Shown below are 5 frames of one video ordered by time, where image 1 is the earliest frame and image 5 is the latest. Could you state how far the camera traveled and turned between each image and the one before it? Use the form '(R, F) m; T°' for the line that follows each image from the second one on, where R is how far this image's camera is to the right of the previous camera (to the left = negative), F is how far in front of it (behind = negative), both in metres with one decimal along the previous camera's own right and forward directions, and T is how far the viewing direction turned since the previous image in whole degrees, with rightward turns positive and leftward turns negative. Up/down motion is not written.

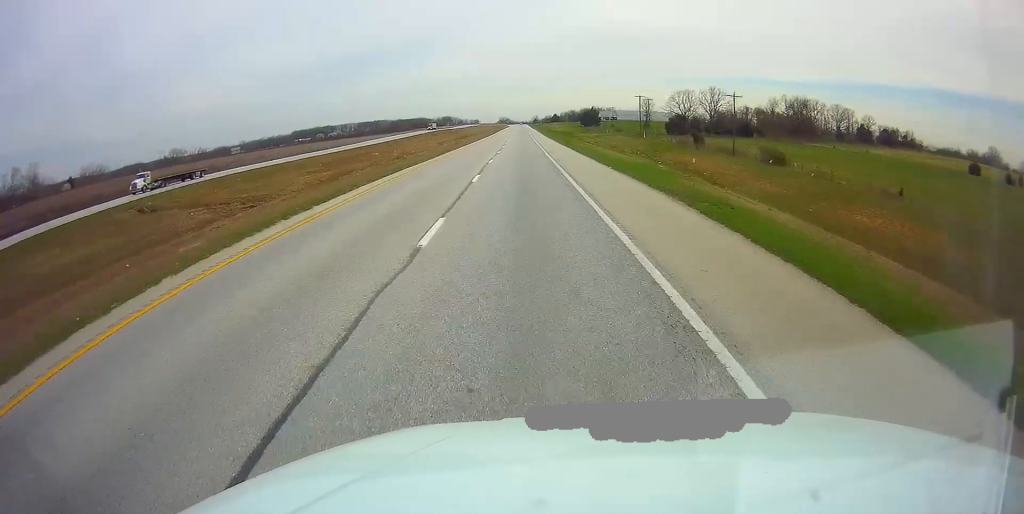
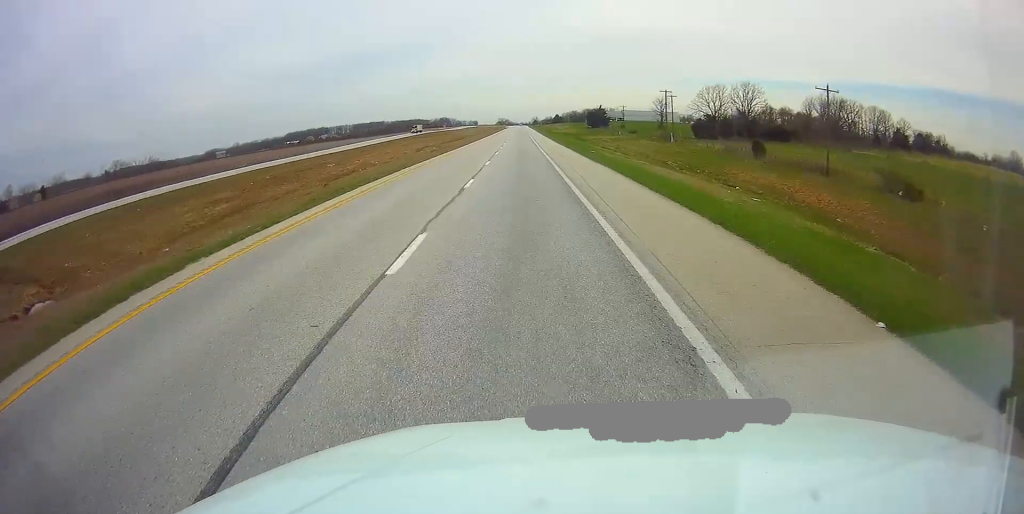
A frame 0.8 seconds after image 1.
(0.0, +25.8) m; 0°
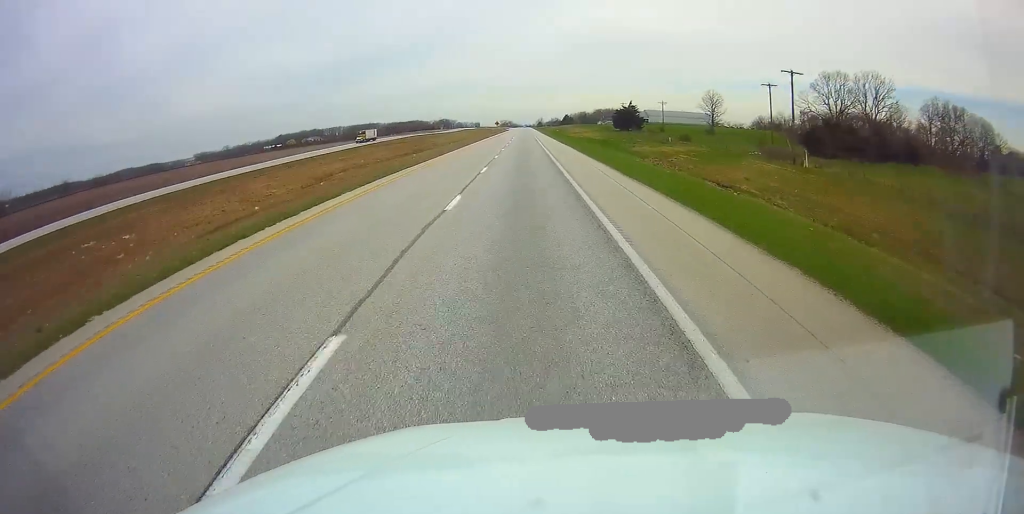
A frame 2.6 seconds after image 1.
(-0.4, +53.6) m; -1°
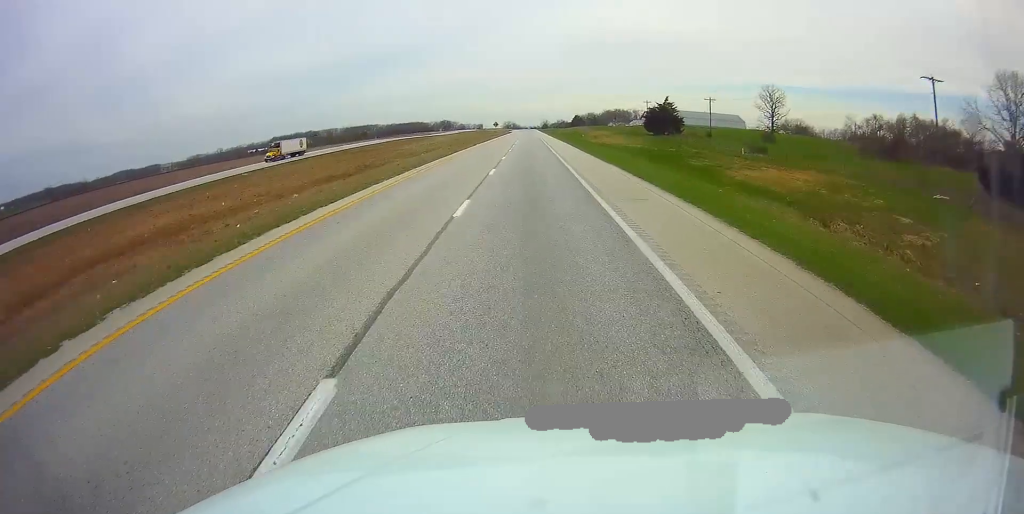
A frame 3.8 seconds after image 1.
(0.0, +37.1) m; 0°
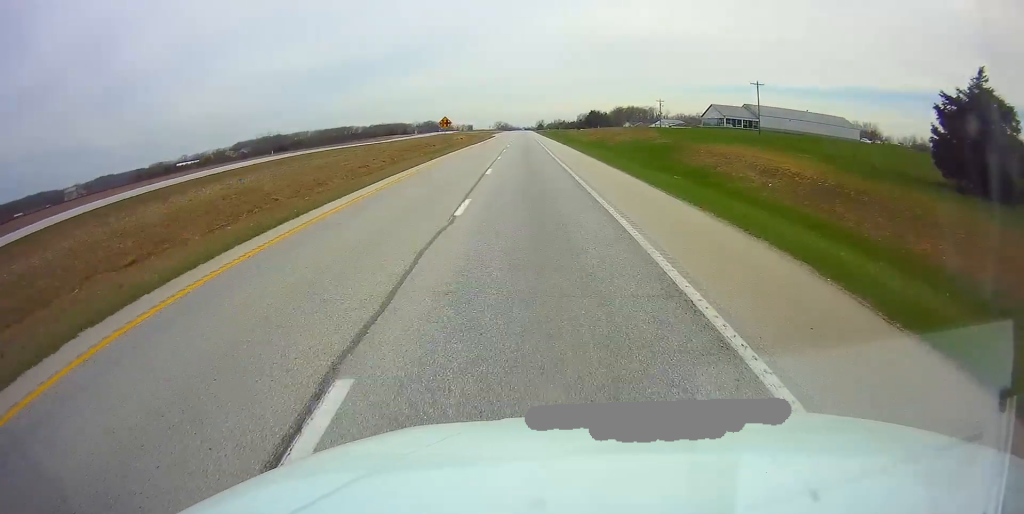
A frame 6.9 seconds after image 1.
(+0.6, +95.5) m; 0°
